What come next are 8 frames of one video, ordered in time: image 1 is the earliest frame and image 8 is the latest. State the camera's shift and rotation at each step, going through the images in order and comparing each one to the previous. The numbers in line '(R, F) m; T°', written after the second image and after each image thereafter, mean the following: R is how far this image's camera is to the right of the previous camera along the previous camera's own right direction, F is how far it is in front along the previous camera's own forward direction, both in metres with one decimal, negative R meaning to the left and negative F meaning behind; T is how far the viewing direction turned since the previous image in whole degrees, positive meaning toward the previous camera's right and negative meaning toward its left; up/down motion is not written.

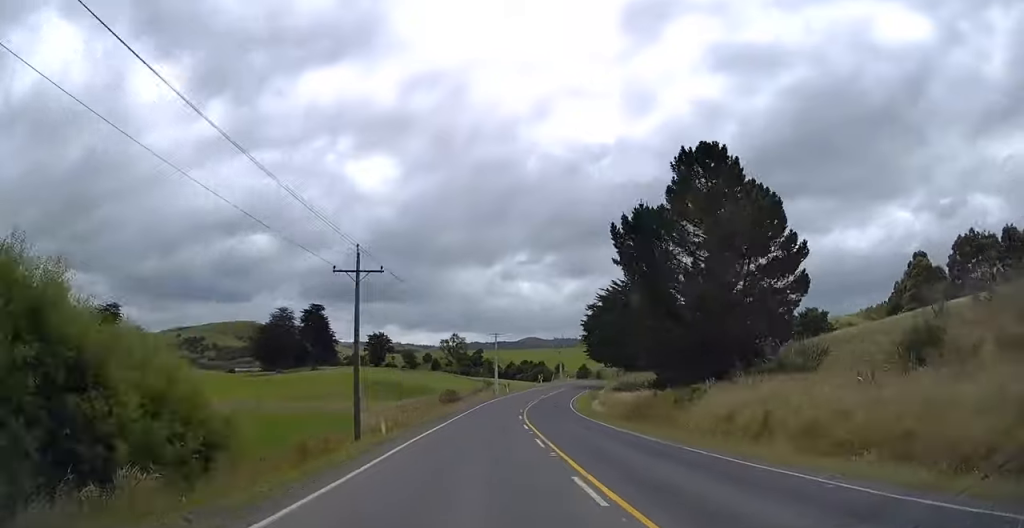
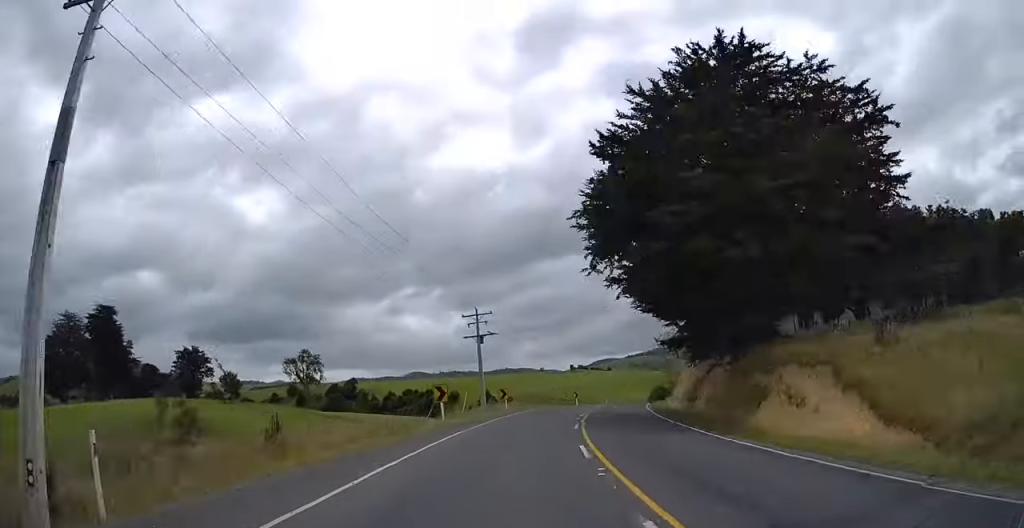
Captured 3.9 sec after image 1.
(+3.5, +83.2) m; +12°
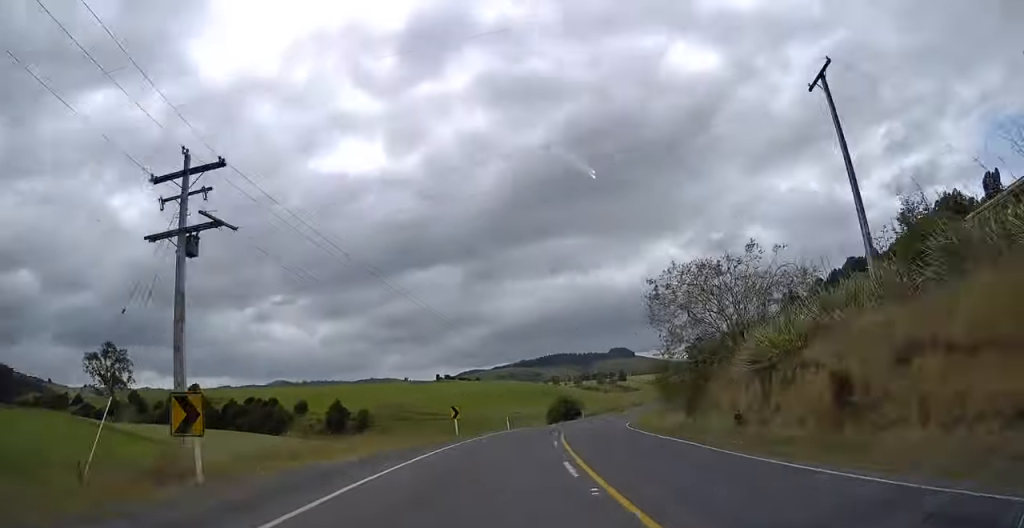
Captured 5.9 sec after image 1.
(+6.8, +42.2) m; +9°
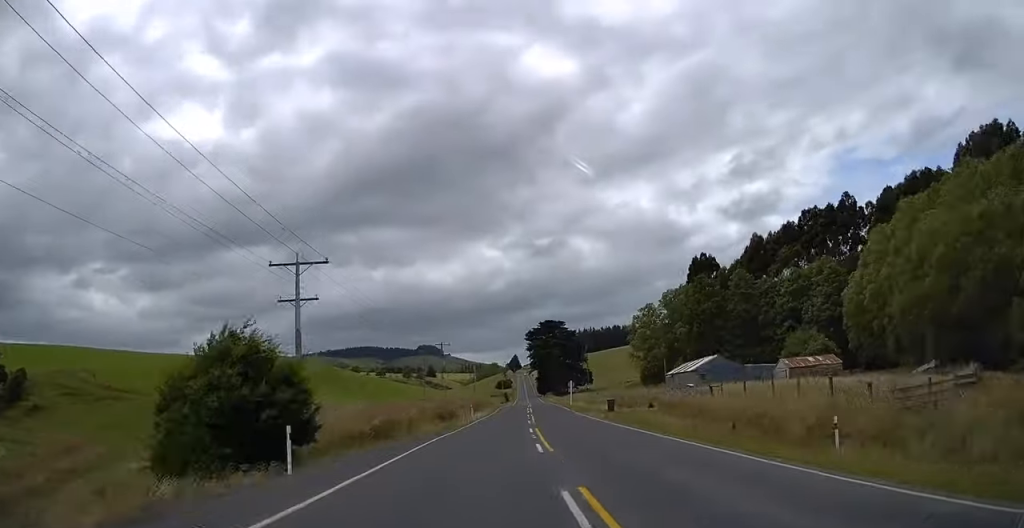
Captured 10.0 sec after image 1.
(+13.9, +86.7) m; +13°
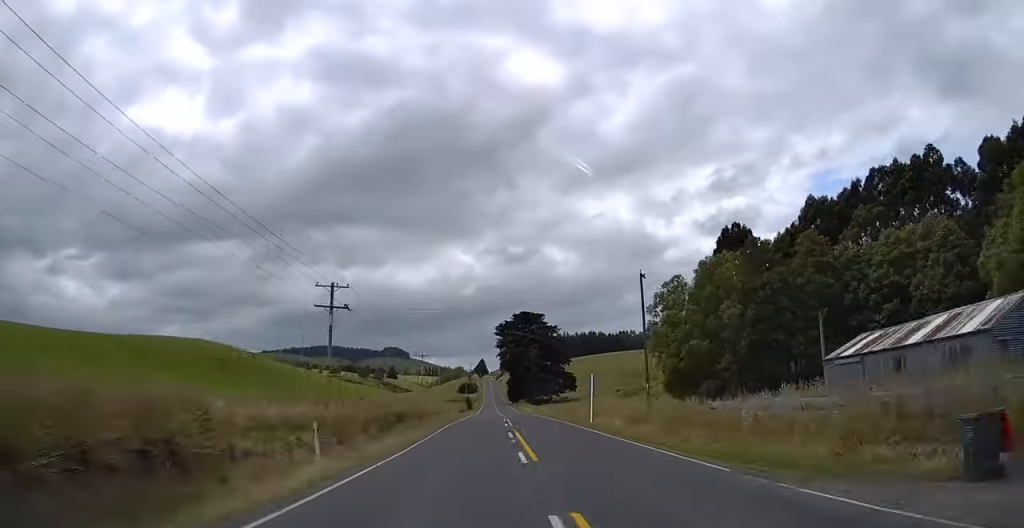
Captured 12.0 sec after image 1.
(+2.3, +43.0) m; +4°
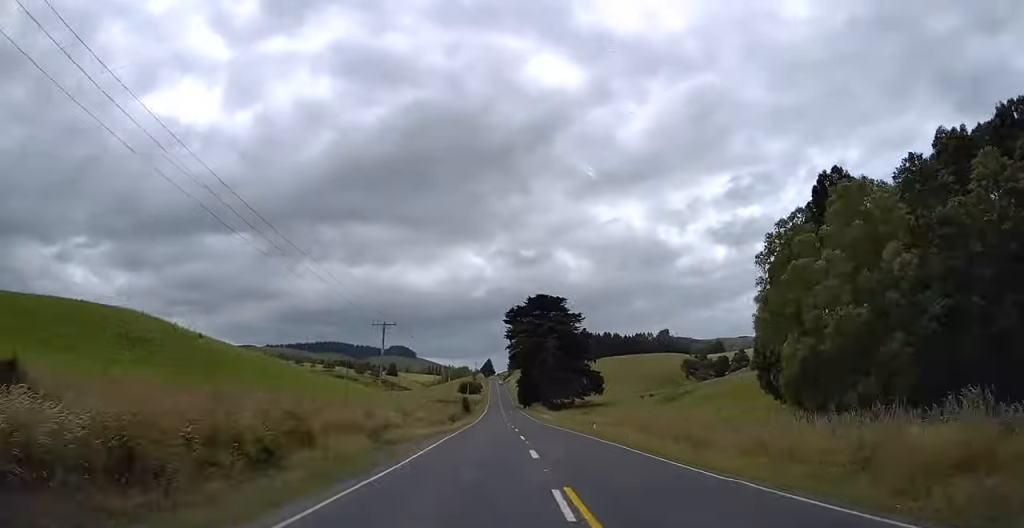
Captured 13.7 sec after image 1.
(+0.4, +37.6) m; 0°
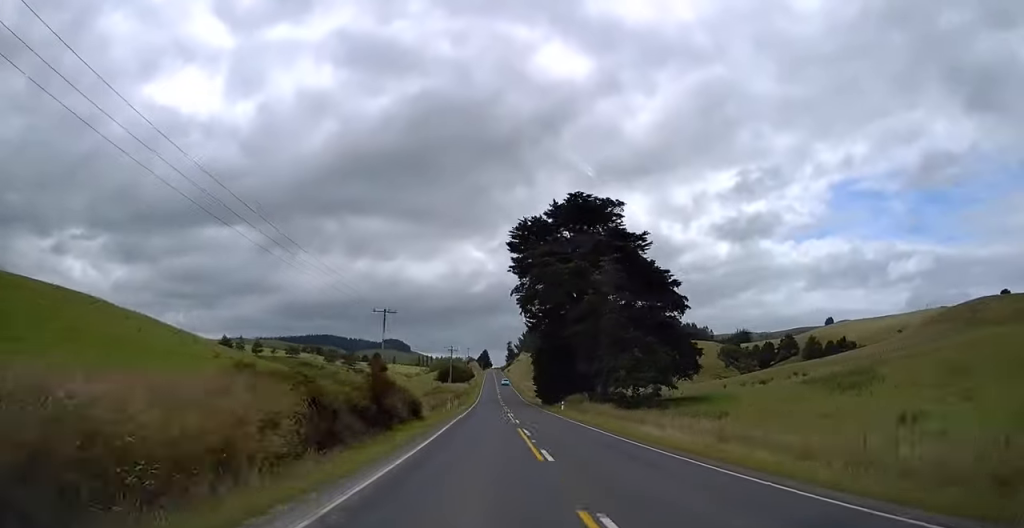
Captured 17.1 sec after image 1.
(+0.6, +72.6) m; 0°
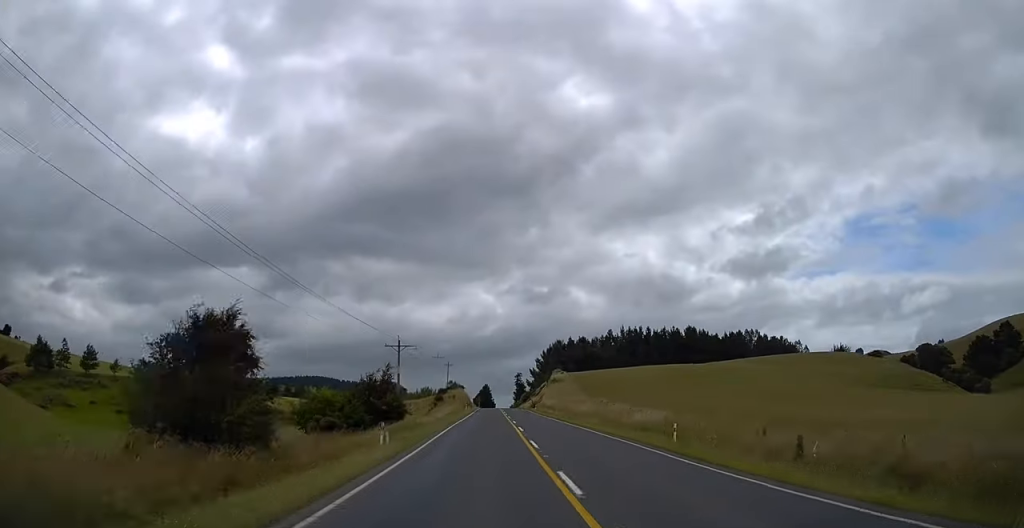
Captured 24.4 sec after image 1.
(-1.9, +159.3) m; -1°
